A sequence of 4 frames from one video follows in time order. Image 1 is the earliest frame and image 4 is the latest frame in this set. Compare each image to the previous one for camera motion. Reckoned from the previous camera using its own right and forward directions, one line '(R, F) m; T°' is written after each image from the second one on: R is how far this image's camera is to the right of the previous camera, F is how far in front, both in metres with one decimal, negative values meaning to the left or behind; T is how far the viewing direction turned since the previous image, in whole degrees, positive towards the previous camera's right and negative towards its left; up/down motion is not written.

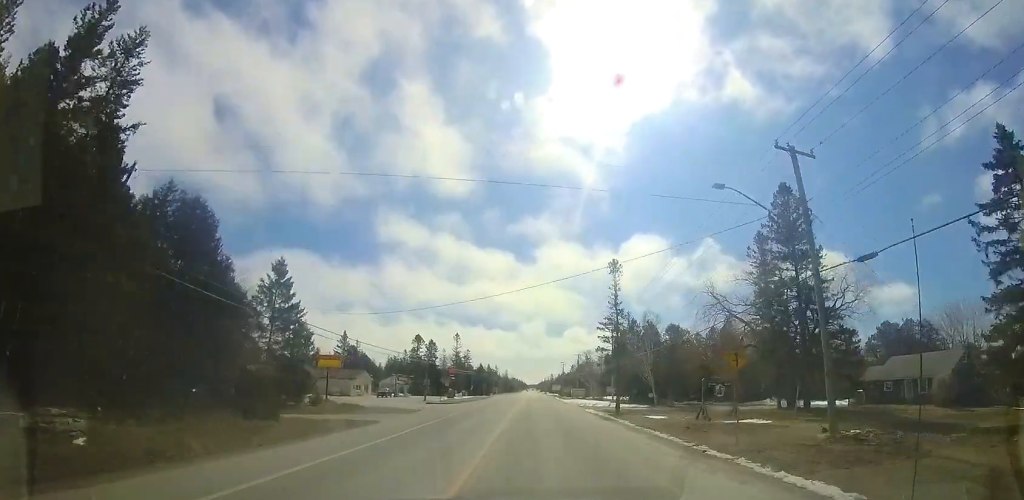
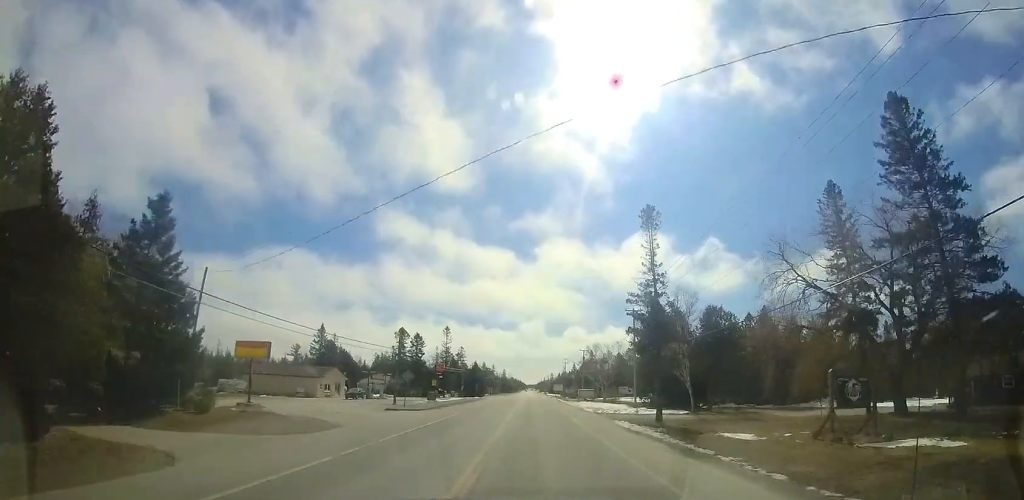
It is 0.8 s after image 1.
(+0.1, +12.1) m; +1°
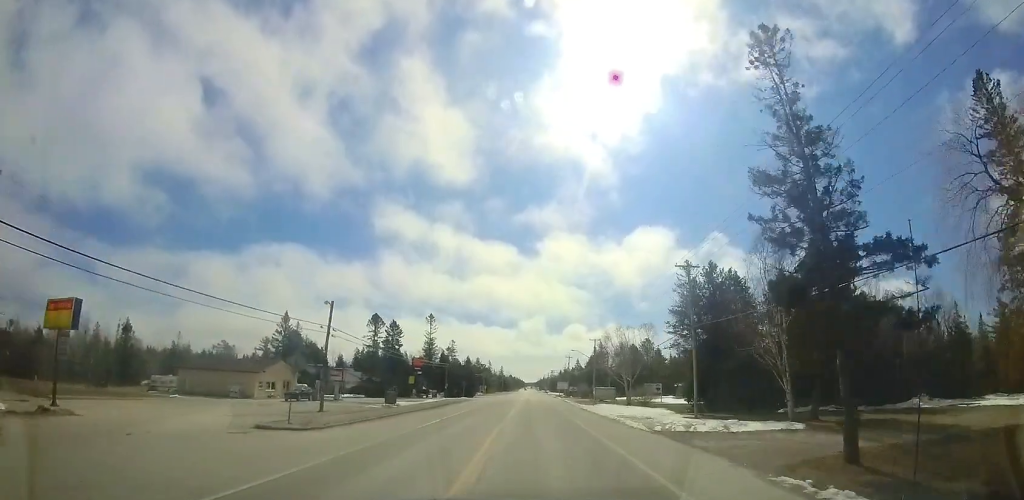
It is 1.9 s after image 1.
(+0.3, +15.7) m; 0°
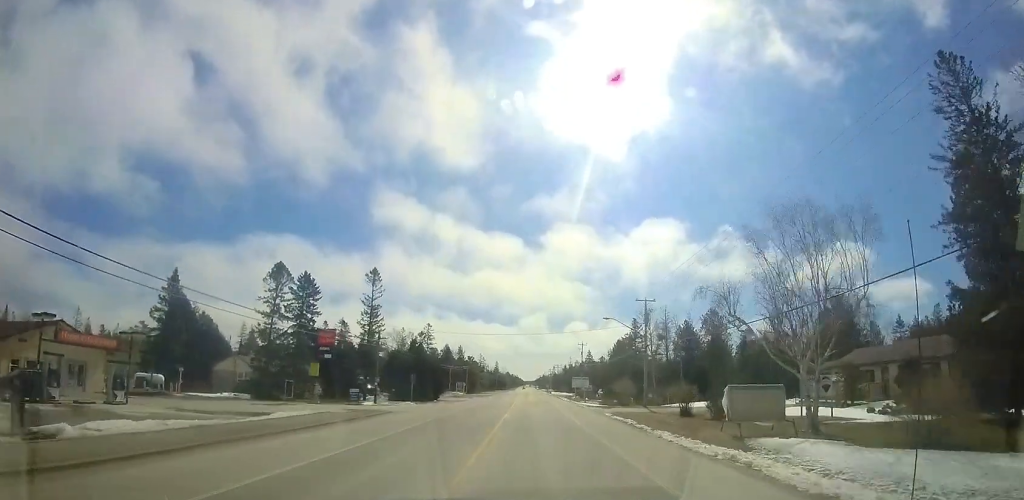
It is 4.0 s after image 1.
(0.0, +31.7) m; +1°
